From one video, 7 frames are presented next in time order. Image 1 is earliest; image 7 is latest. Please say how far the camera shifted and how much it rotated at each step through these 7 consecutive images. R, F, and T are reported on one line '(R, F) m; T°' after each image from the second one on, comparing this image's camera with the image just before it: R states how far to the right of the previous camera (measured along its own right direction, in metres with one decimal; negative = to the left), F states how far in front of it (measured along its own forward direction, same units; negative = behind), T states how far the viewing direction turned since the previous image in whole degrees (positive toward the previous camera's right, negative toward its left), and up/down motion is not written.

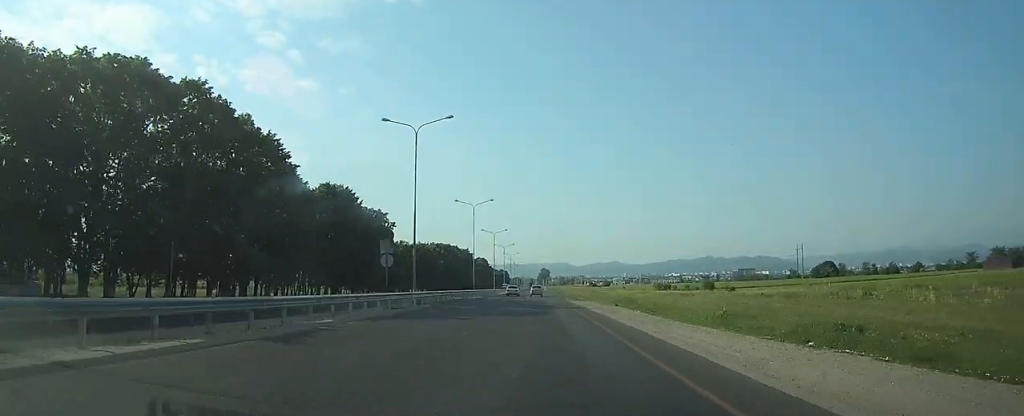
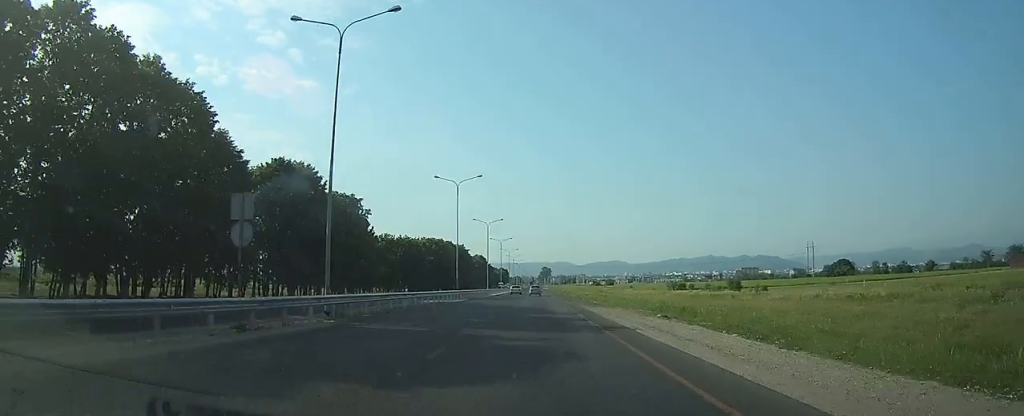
(0.0, +15.8) m; 0°
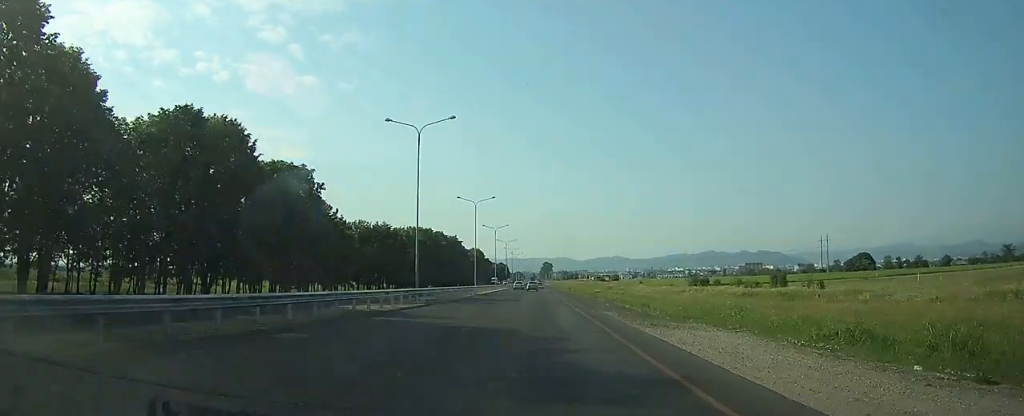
(0.0, +19.6) m; 0°
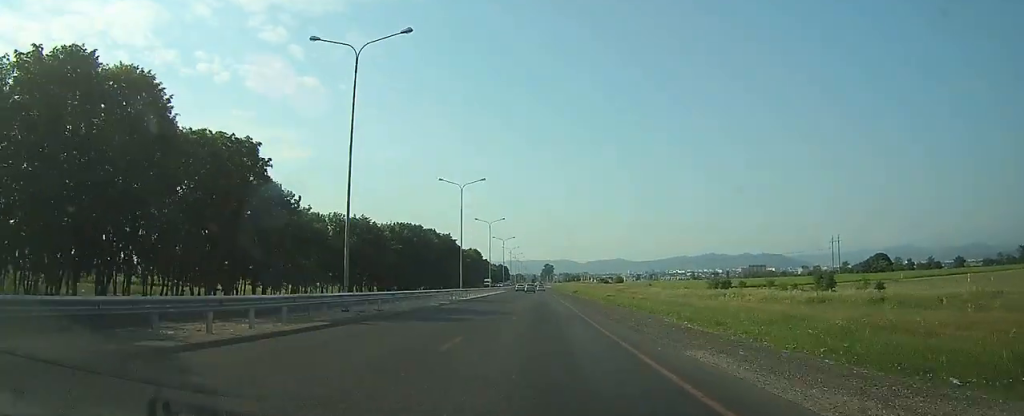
(0.0, +14.4) m; 0°
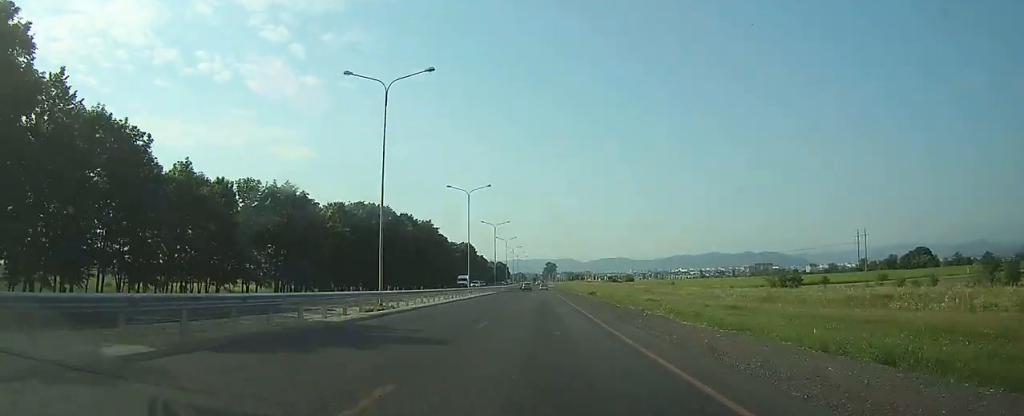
(-0.1, +31.1) m; 0°
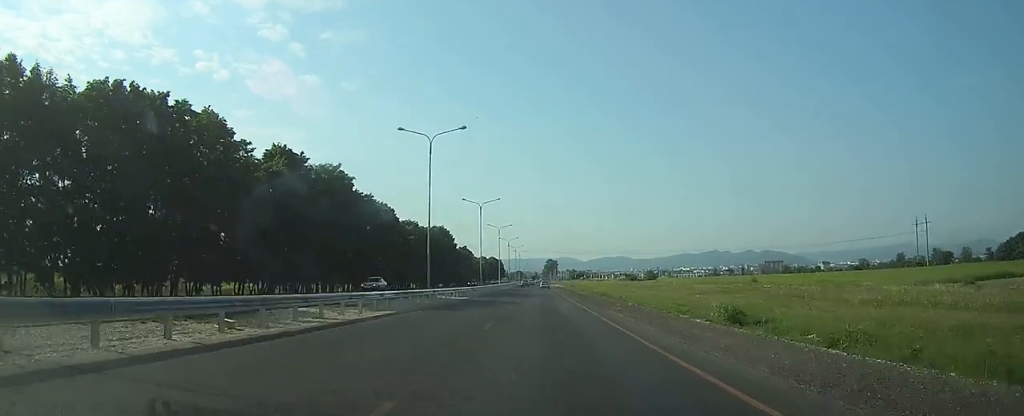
(-0.1, +61.4) m; 0°
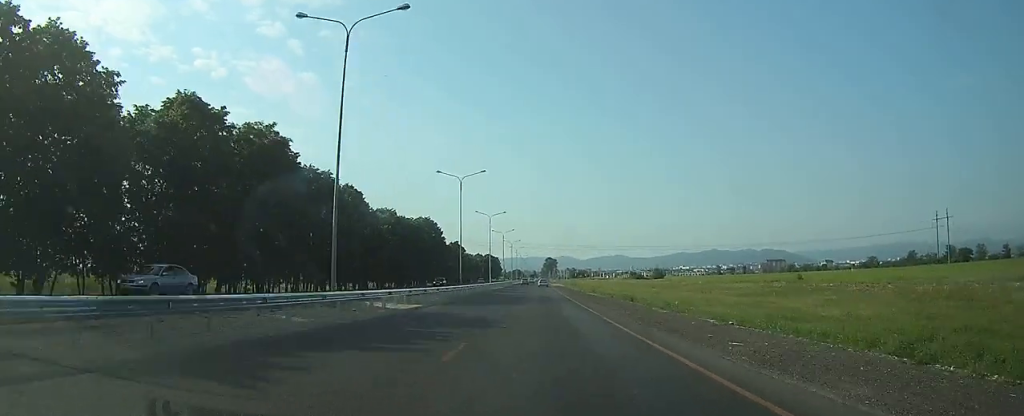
(0.0, +18.7) m; 0°
